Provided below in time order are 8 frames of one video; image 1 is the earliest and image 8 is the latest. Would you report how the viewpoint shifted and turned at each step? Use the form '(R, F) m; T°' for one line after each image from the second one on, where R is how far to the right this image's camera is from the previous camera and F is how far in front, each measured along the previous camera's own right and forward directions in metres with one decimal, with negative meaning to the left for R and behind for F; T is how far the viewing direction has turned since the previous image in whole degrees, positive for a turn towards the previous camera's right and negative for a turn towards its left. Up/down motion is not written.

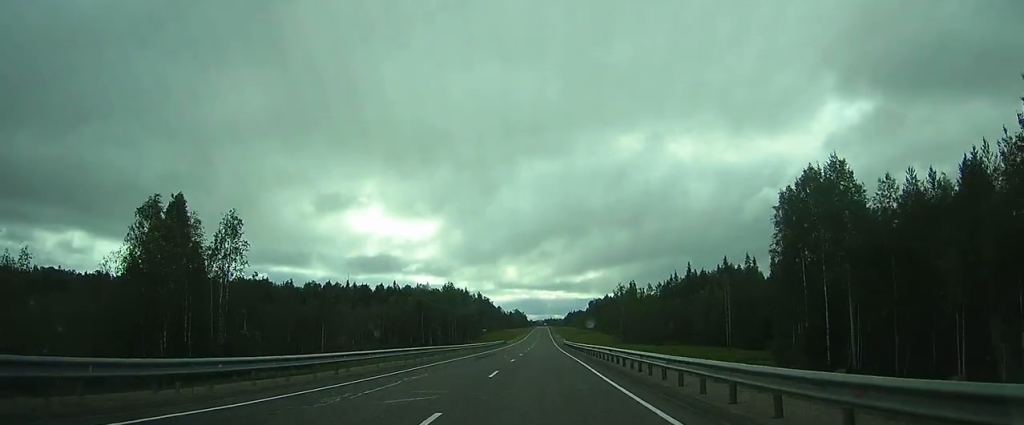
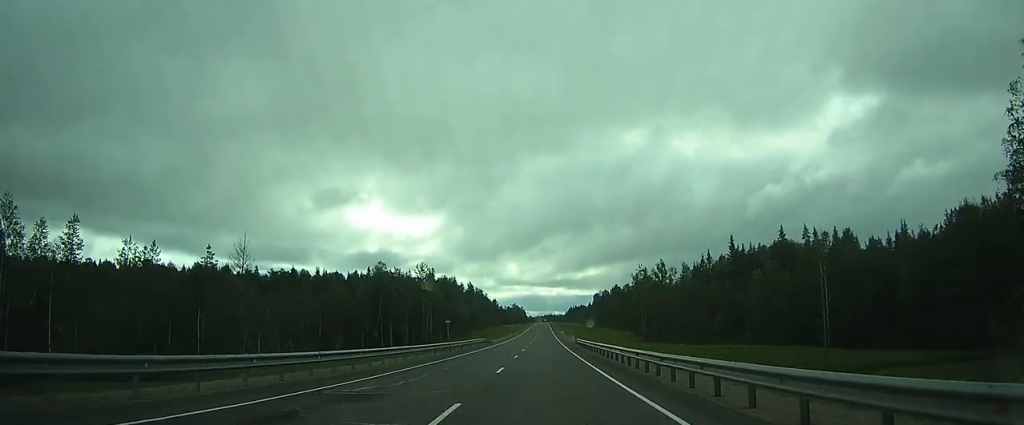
(-0.2, +33.2) m; -1°
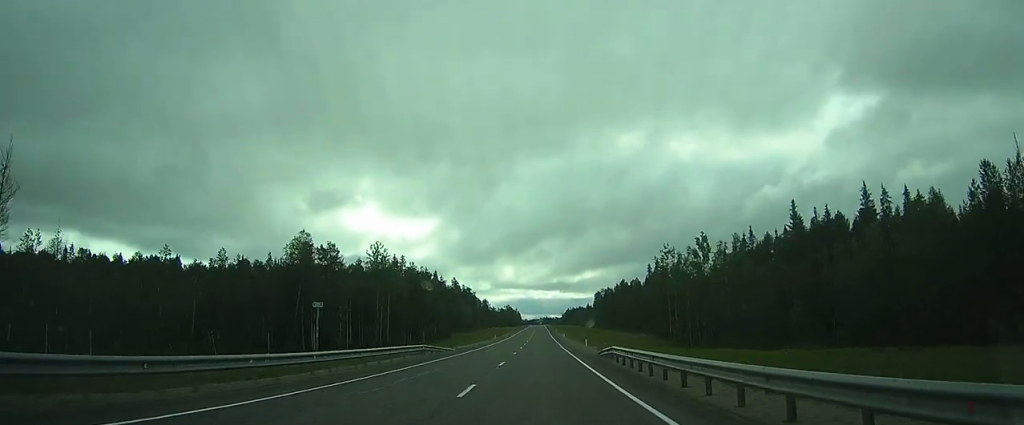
(-0.3, +29.1) m; -1°
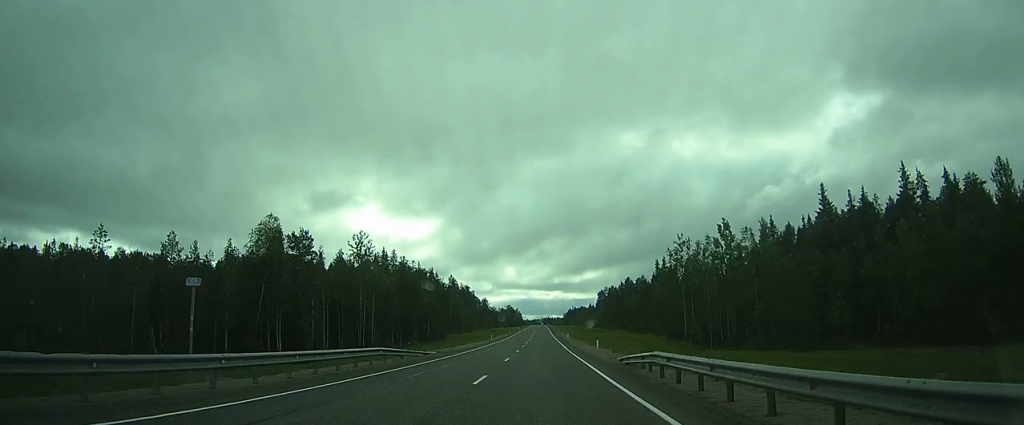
(0.0, +8.4) m; 0°
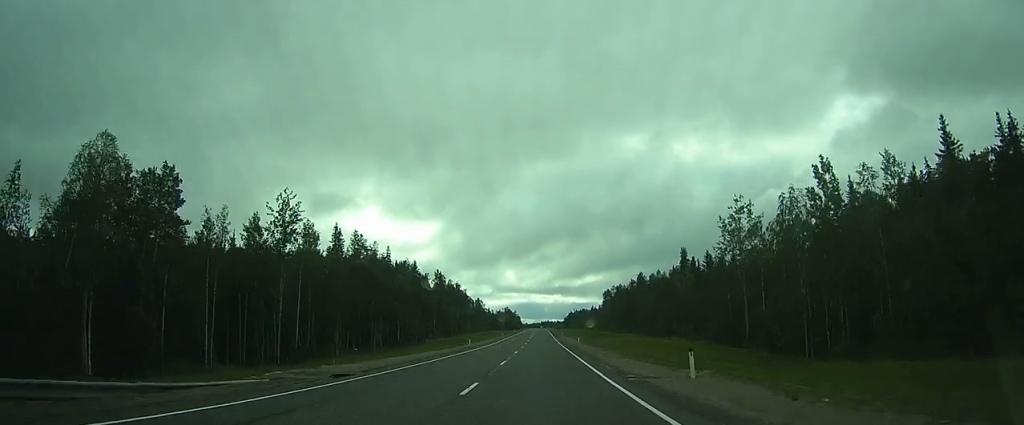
(-0.2, +23.9) m; -1°
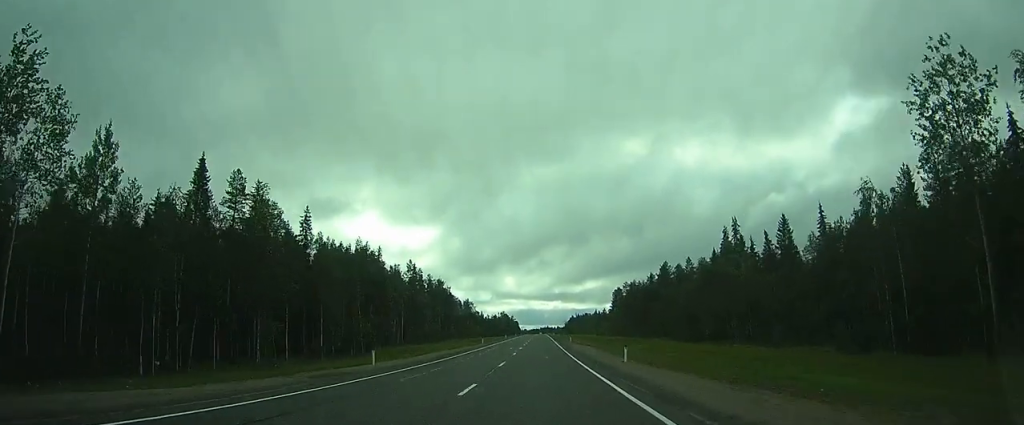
(-0.2, +33.2) m; 0°
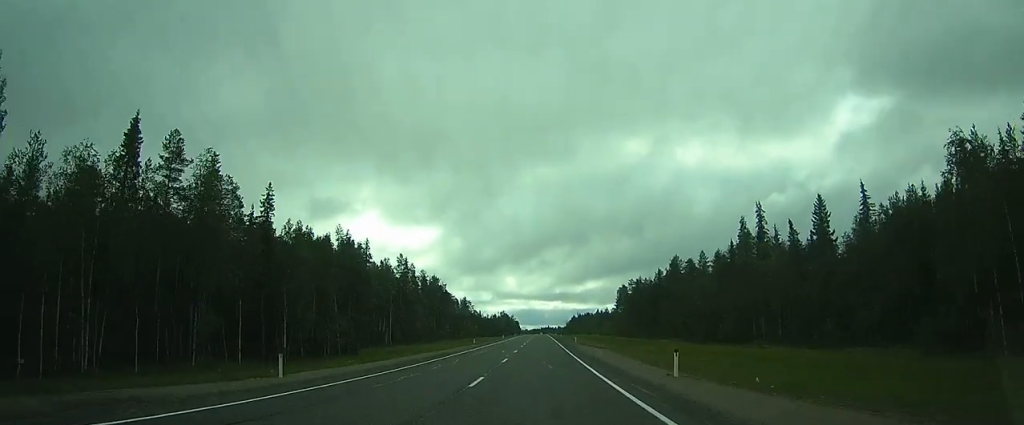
(-0.1, +9.5) m; 0°
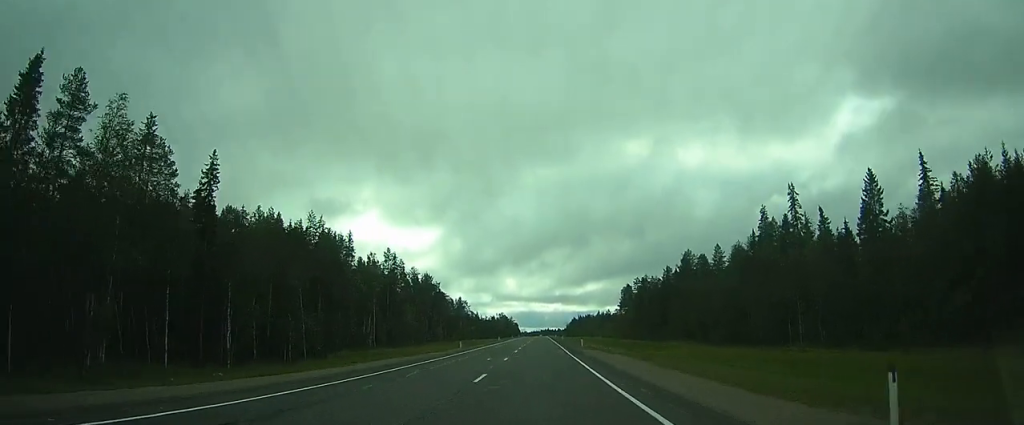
(+0.2, +10.5) m; 0°
